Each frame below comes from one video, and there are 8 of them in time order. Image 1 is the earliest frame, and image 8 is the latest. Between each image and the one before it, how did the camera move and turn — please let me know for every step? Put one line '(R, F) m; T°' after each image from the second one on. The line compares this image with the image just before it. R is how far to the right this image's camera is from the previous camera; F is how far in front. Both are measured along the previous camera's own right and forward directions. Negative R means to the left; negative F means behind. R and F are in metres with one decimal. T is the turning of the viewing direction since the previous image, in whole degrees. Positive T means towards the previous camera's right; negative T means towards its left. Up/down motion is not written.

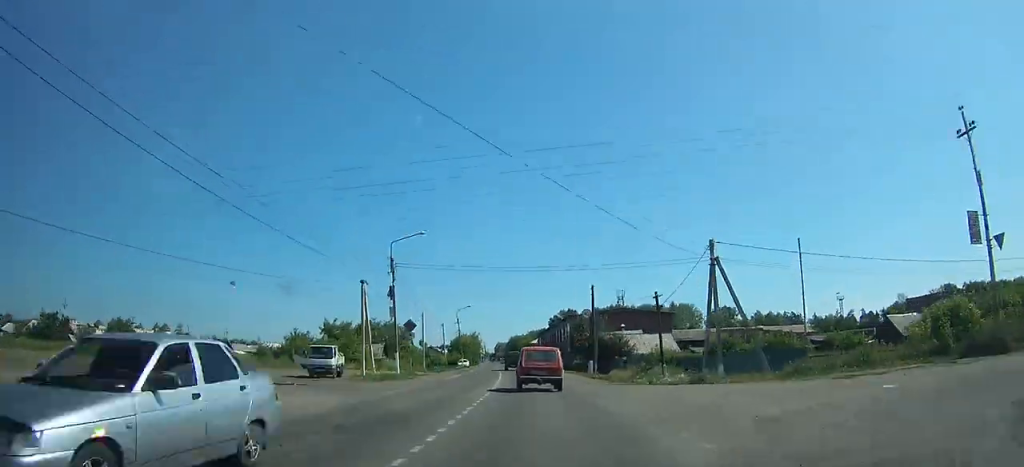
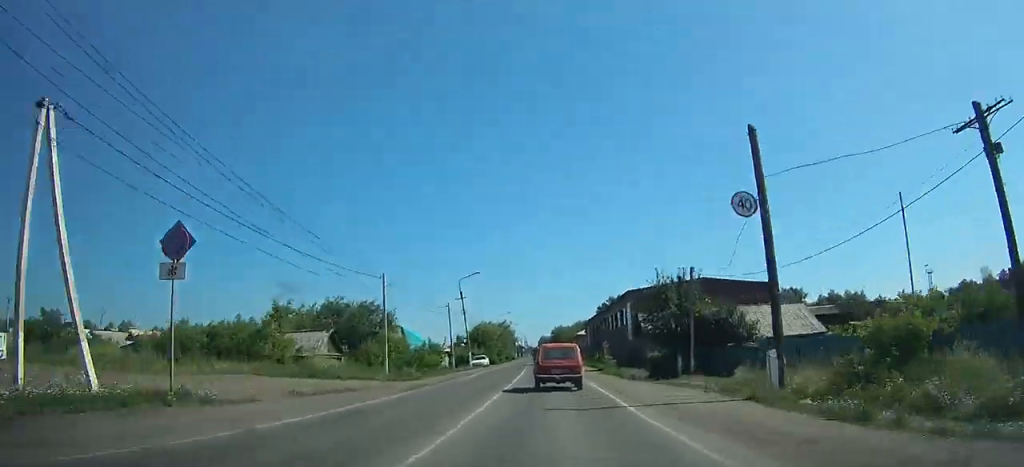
(-6.5, +40.5) m; -13°
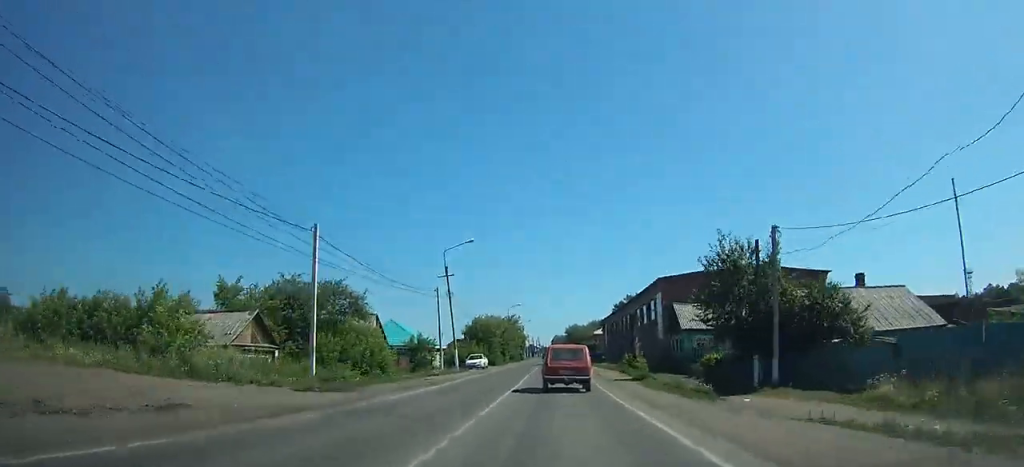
(-1.2, +16.6) m; -2°
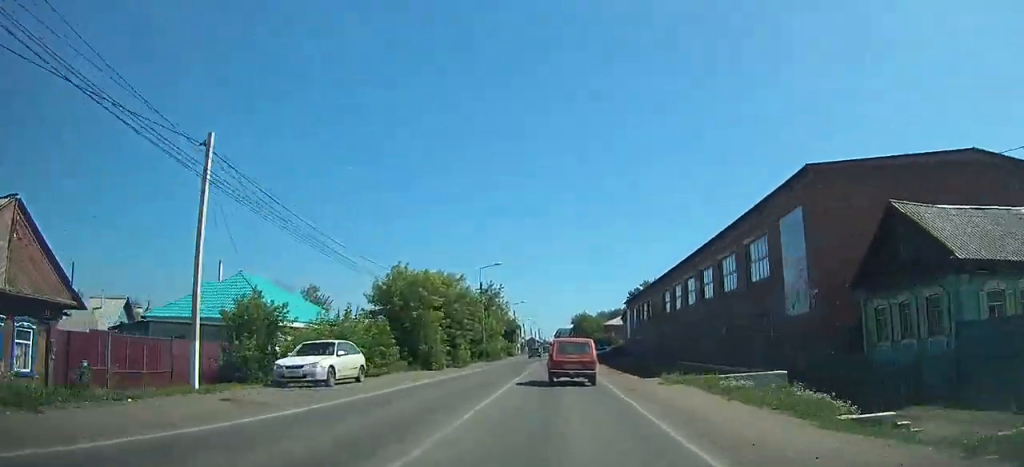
(-1.4, +40.2) m; -2°
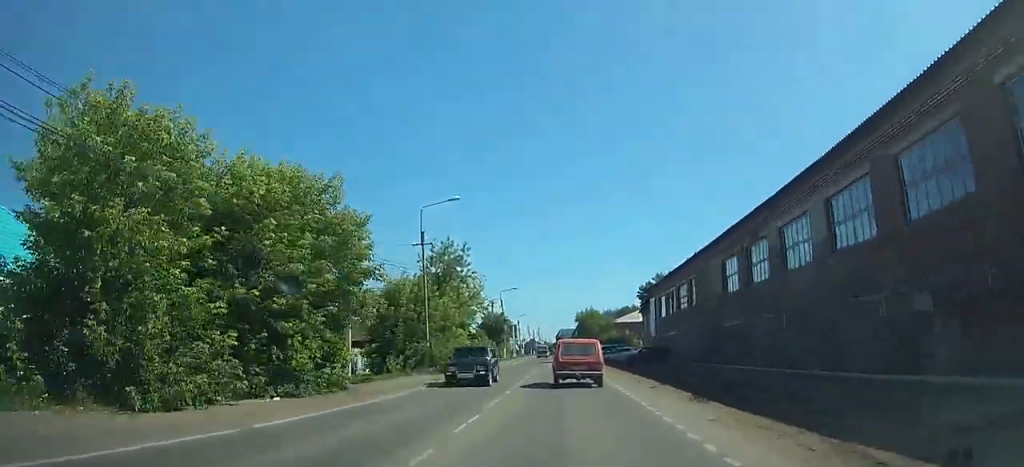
(-0.1, +22.5) m; 0°
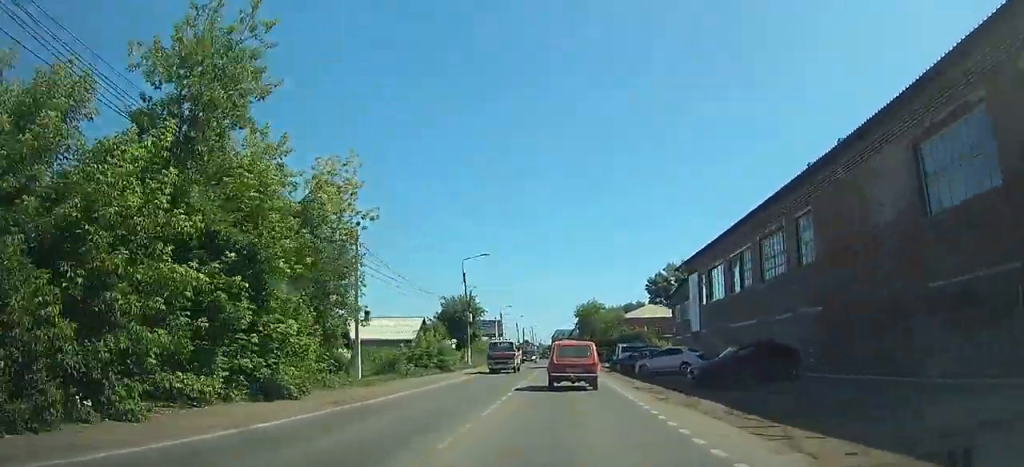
(0.0, +23.4) m; +1°
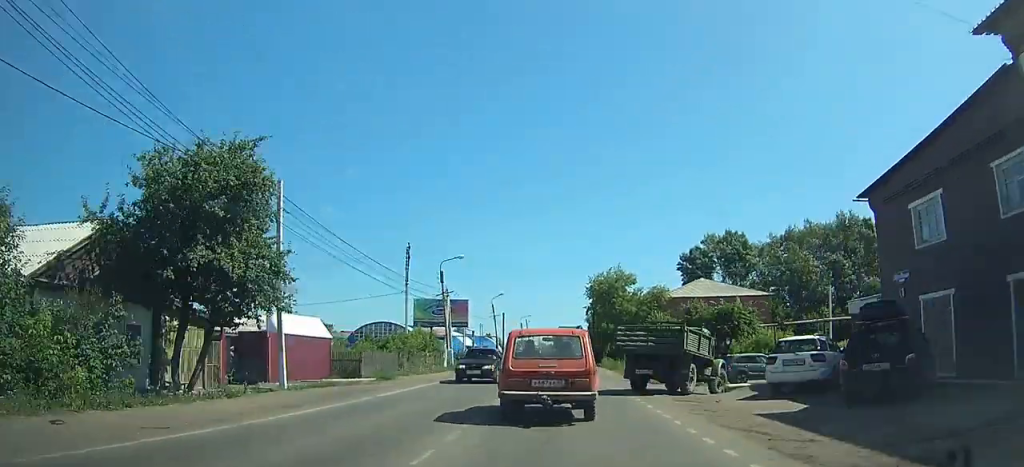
(+1.1, +39.1) m; +3°
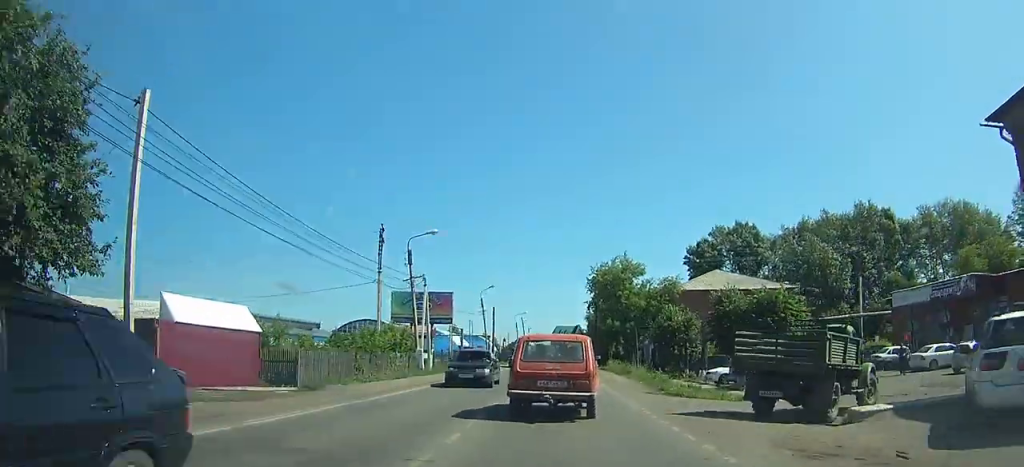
(+0.1, +9.6) m; 0°
